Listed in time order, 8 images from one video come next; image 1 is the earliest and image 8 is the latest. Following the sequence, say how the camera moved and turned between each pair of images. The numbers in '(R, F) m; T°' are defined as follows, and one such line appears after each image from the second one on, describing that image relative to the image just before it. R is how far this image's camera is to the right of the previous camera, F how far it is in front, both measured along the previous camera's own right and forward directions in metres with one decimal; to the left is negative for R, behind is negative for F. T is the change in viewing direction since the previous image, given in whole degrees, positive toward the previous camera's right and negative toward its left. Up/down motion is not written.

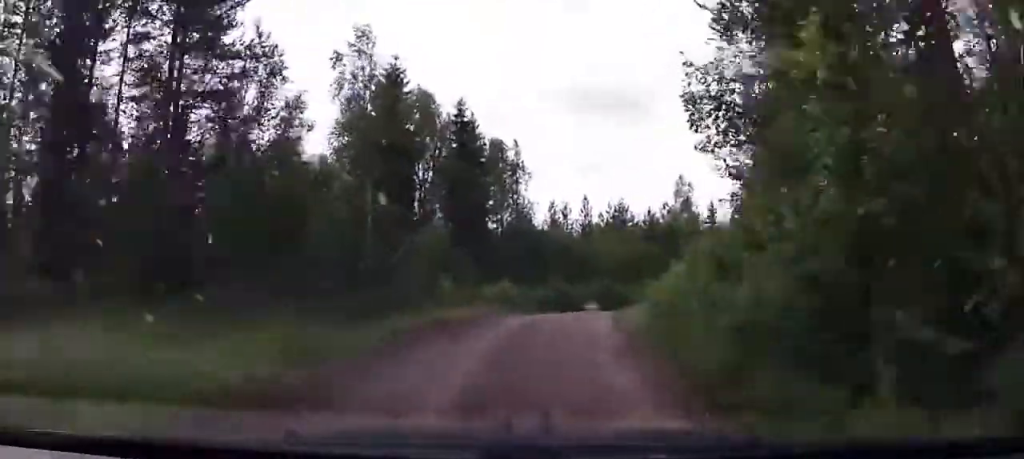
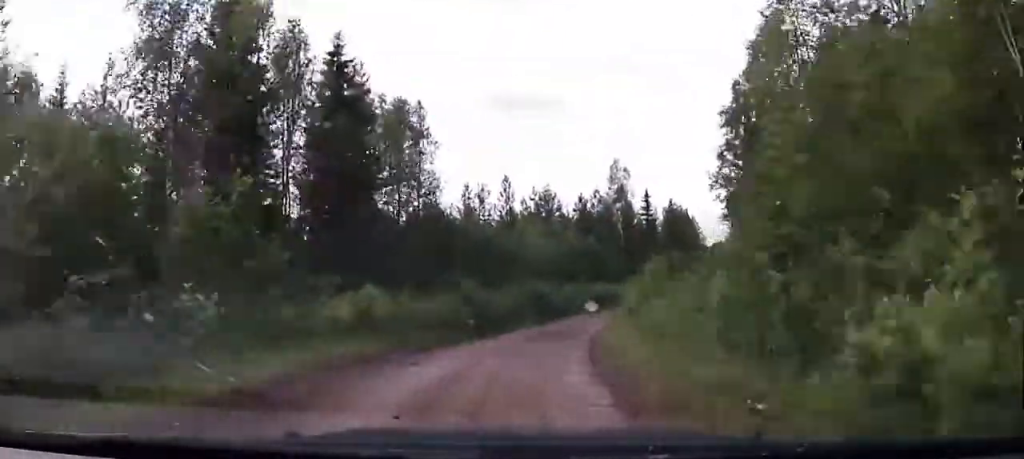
(+0.9, +12.1) m; +4°
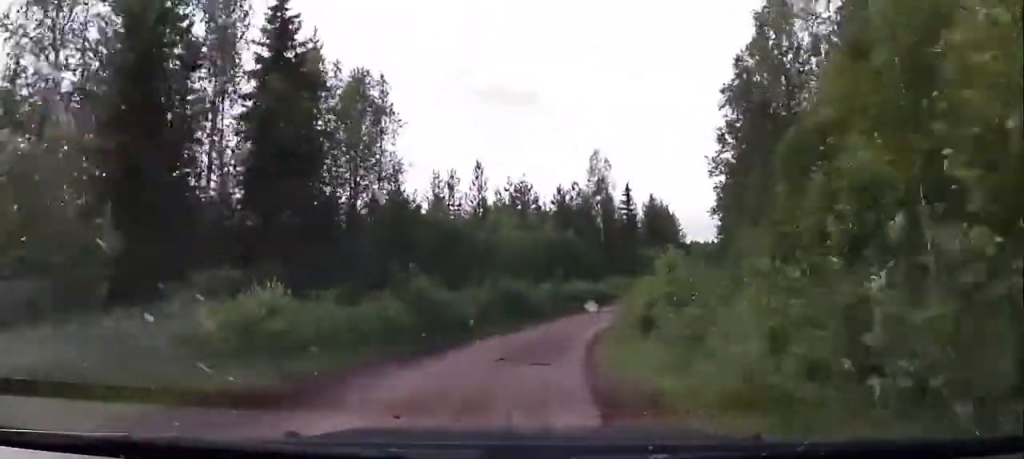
(0.0, +5.0) m; +2°
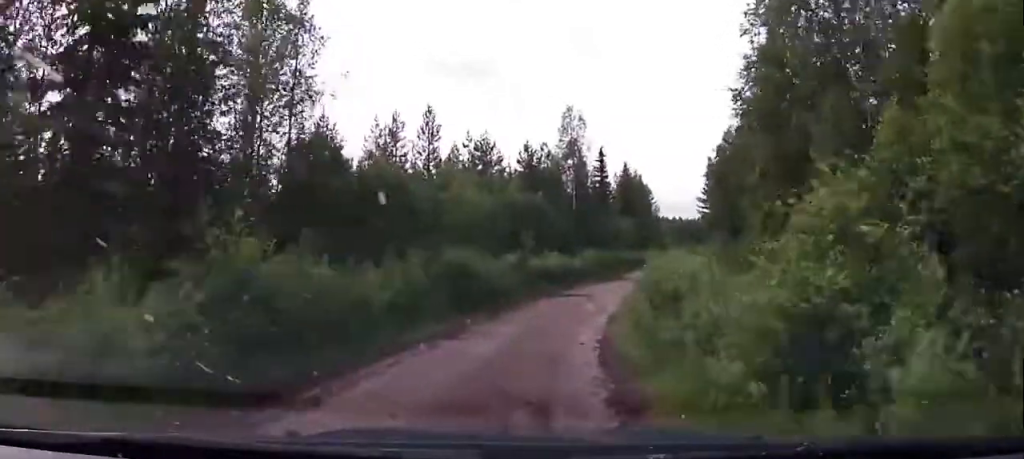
(-0.1, +9.2) m; +3°
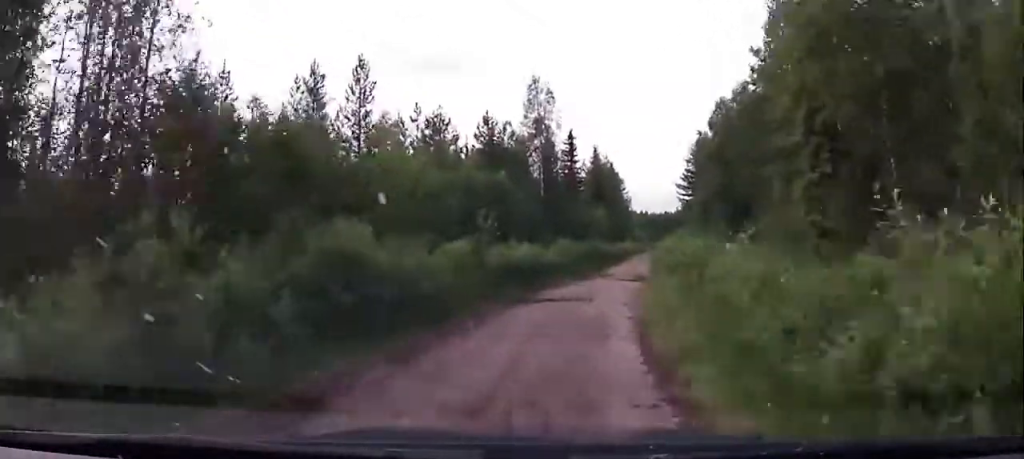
(+0.7, +8.3) m; +2°
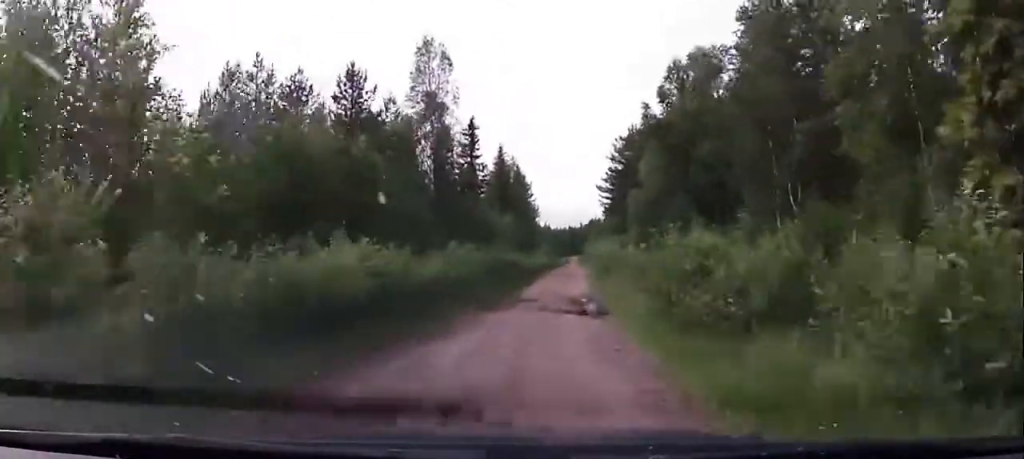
(-0.3, +12.9) m; +7°
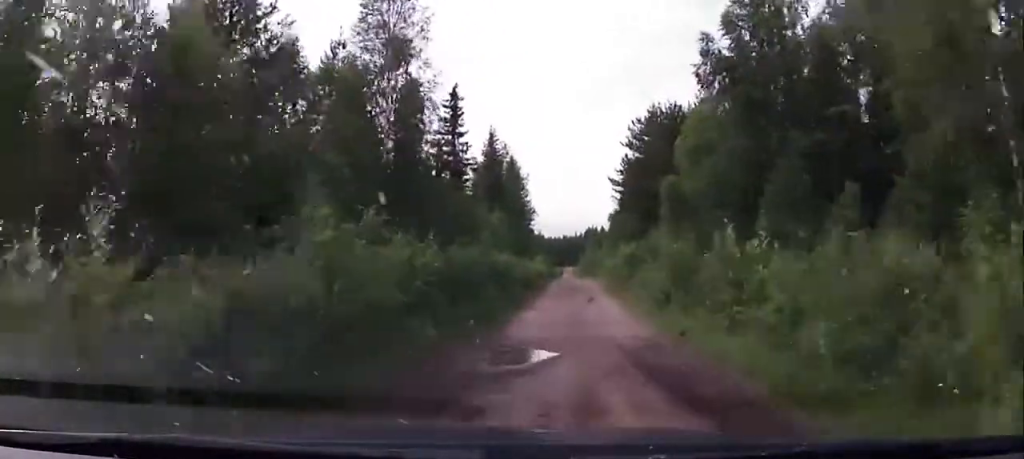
(+1.9, +13.7) m; +8°
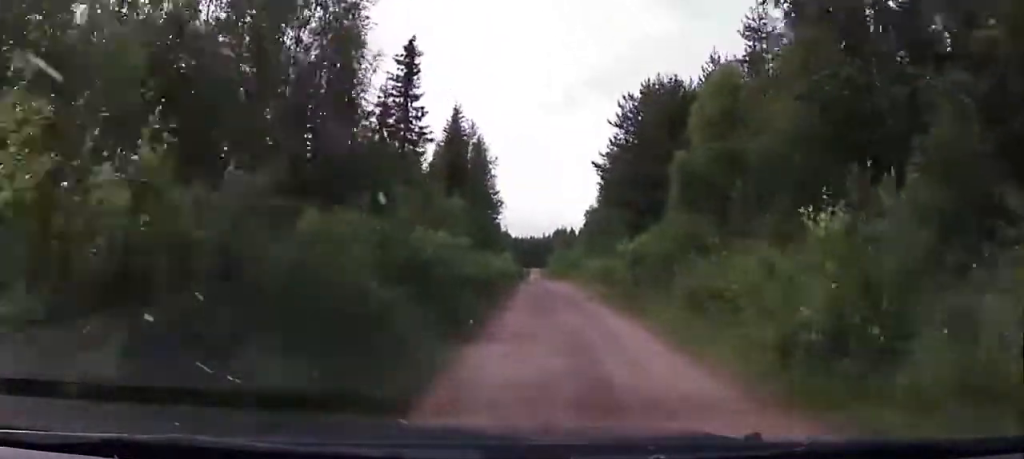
(-0.1, +9.3) m; +2°
